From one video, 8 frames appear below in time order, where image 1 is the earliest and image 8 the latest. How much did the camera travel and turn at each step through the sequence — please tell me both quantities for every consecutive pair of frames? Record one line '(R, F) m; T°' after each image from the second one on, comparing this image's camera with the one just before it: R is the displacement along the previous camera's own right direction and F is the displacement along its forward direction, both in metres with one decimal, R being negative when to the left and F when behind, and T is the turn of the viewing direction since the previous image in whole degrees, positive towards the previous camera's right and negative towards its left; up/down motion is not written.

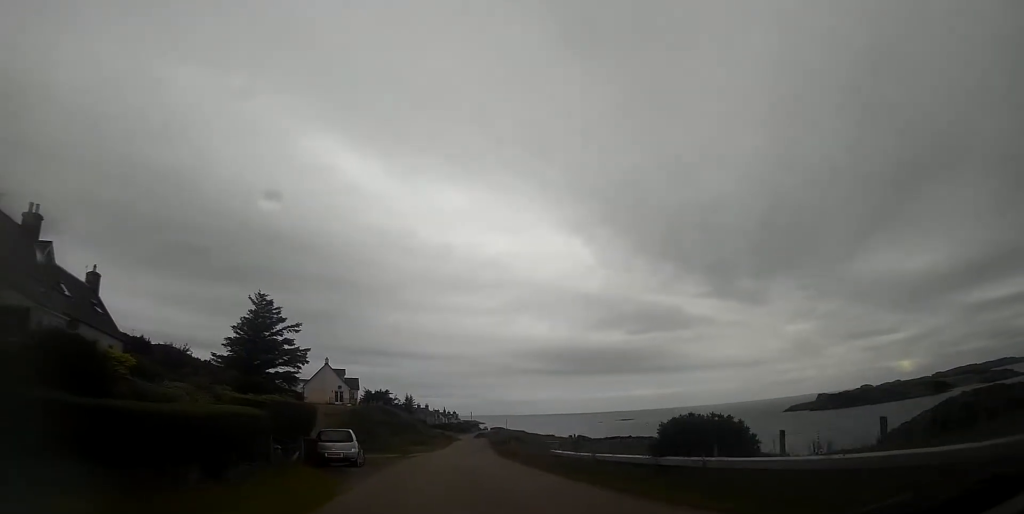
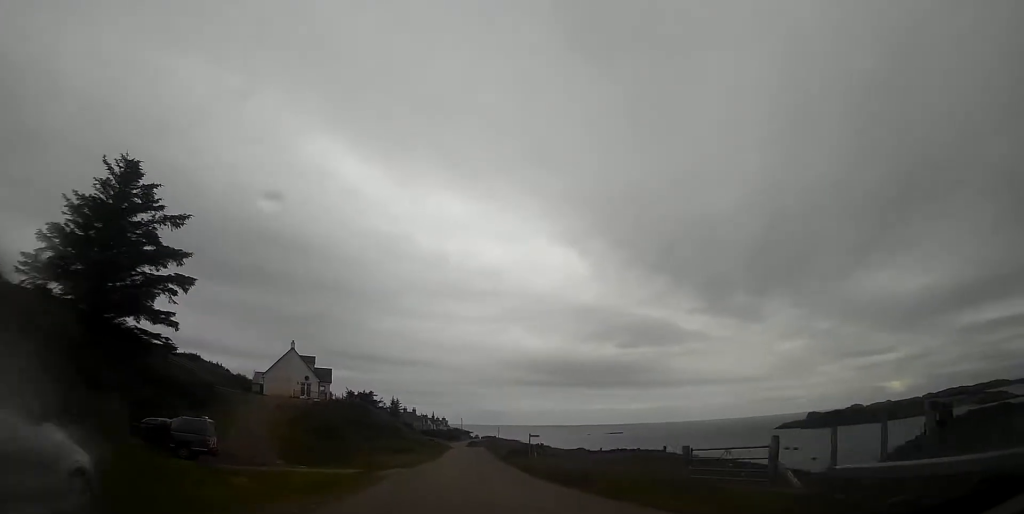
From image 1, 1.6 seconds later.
(+0.2, +20.4) m; +2°
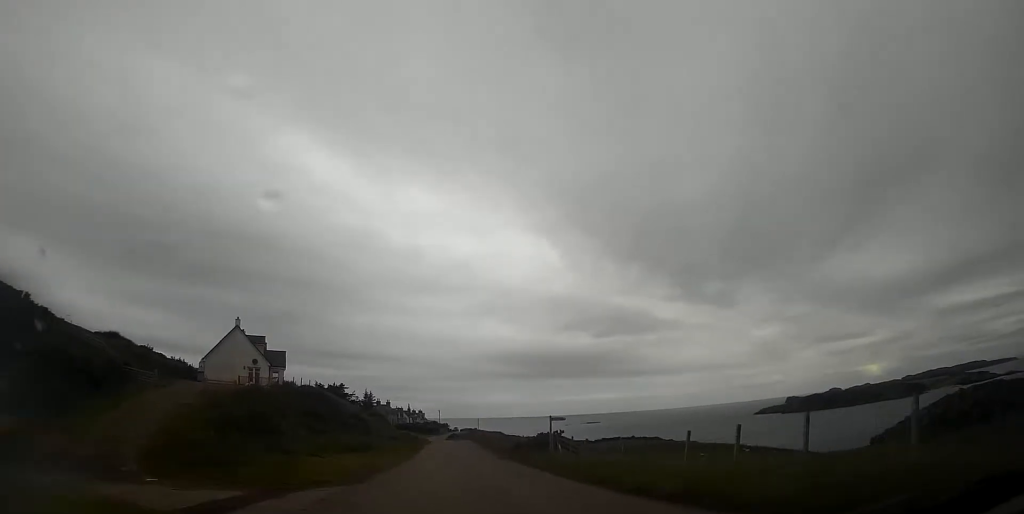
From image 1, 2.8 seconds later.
(+0.3, +15.3) m; +2°
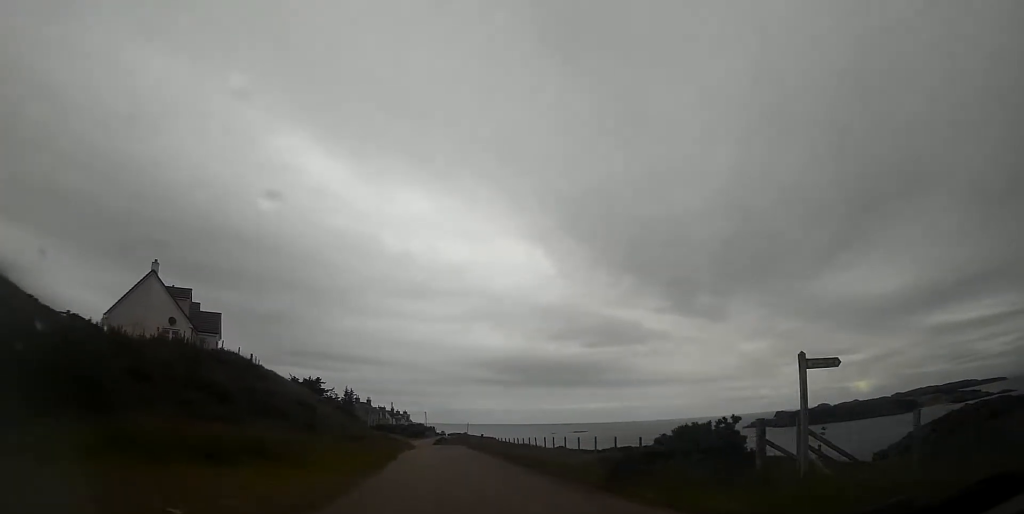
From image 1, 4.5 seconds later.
(+0.3, +21.8) m; 0°
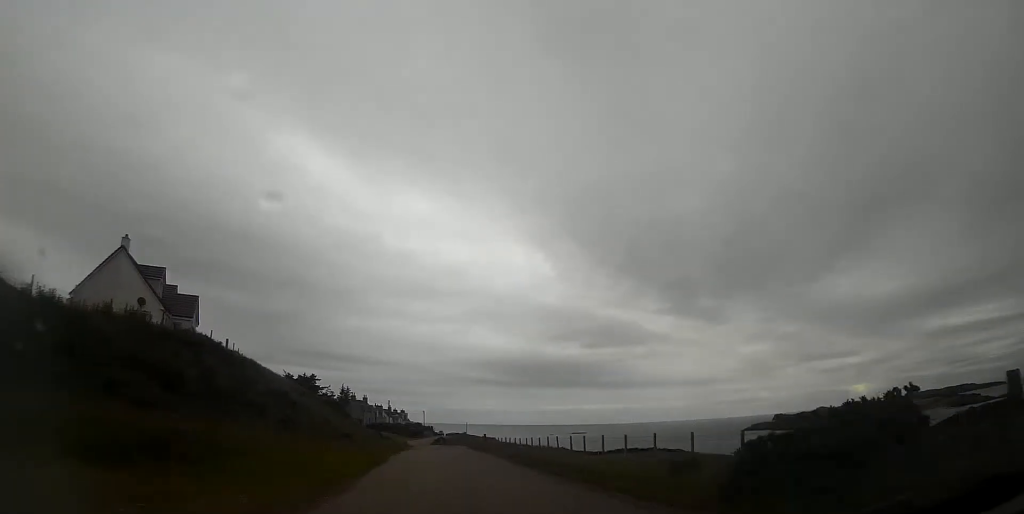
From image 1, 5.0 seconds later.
(0.0, +6.1) m; 0°
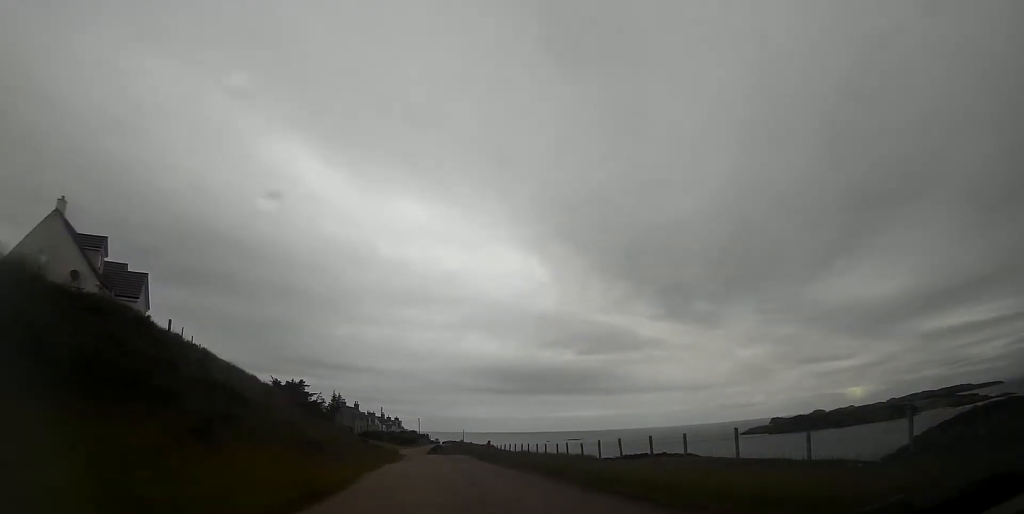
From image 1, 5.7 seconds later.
(0.0, +9.5) m; 0°
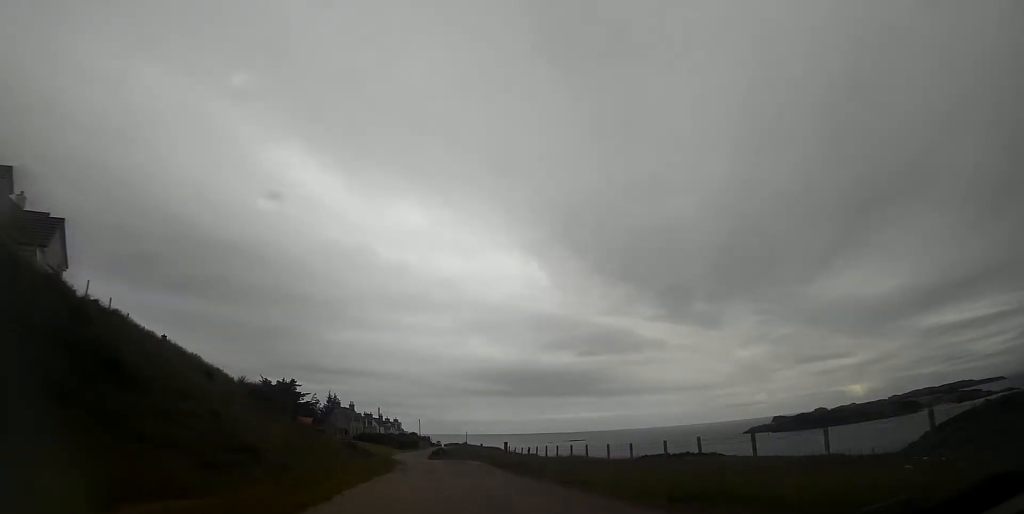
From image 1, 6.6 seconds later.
(0.0, +11.8) m; 0°
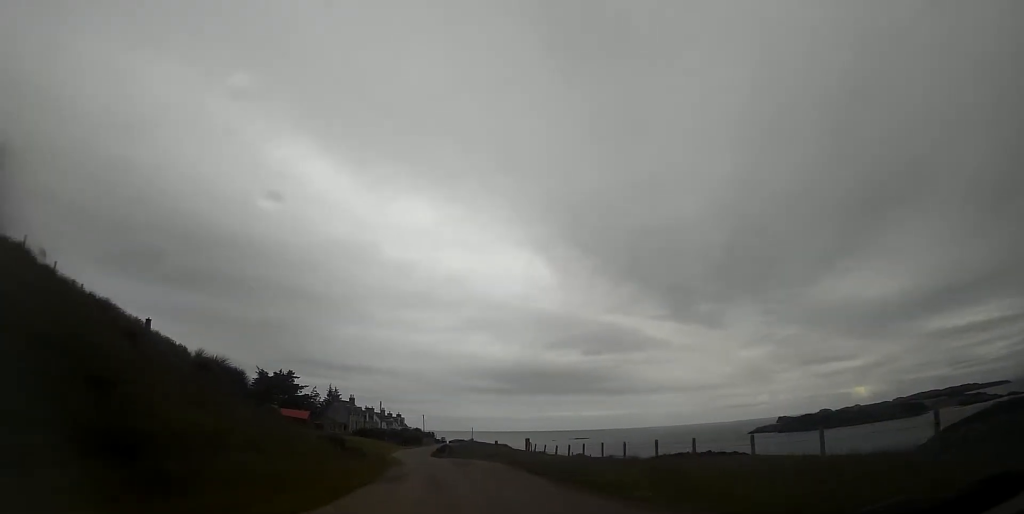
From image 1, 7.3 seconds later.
(0.0, +8.3) m; -1°
